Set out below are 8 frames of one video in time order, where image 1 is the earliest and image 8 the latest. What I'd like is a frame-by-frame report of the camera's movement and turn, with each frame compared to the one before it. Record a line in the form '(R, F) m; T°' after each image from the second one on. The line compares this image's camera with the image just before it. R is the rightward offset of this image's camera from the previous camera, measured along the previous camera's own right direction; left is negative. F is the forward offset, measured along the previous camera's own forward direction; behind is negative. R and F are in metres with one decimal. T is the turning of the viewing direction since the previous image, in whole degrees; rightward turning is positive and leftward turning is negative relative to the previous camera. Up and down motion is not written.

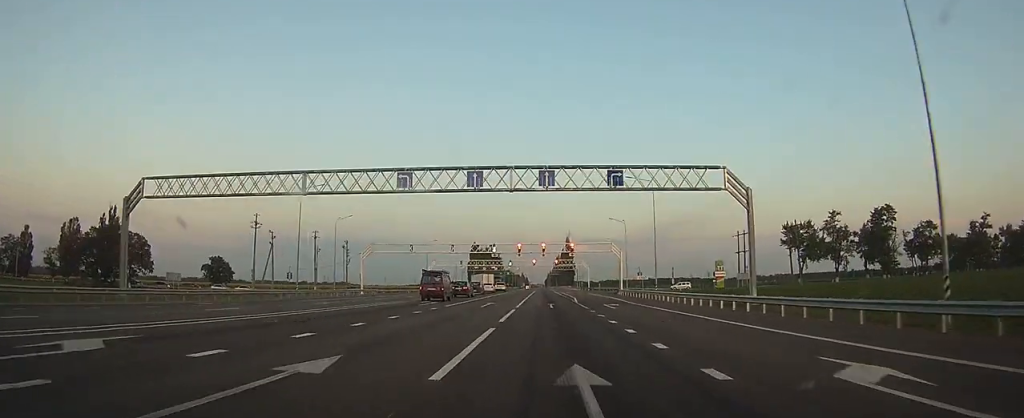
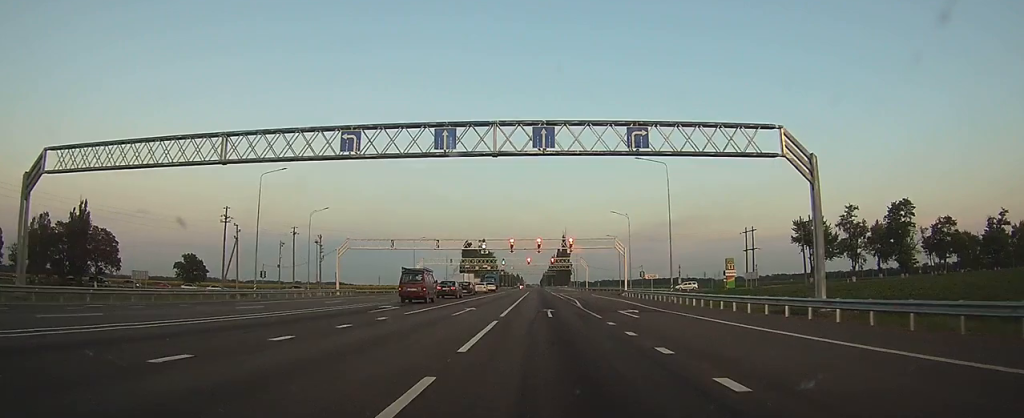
(0.0, +9.3) m; 0°
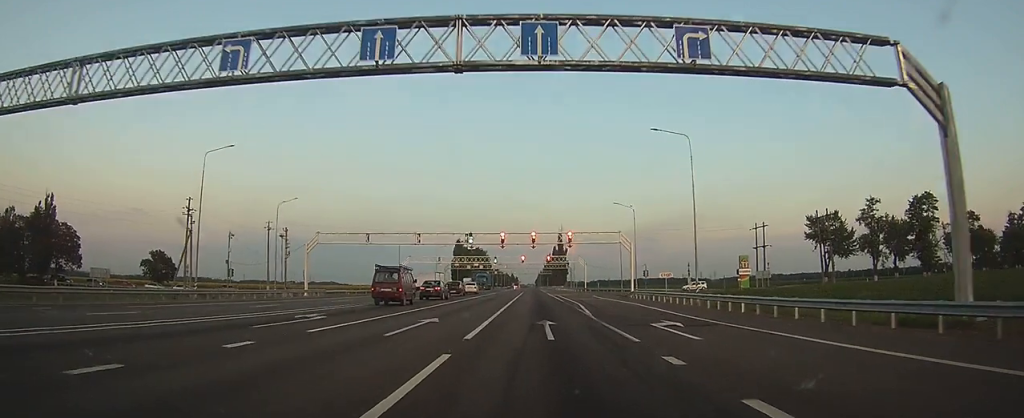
(0.0, +9.9) m; +1°
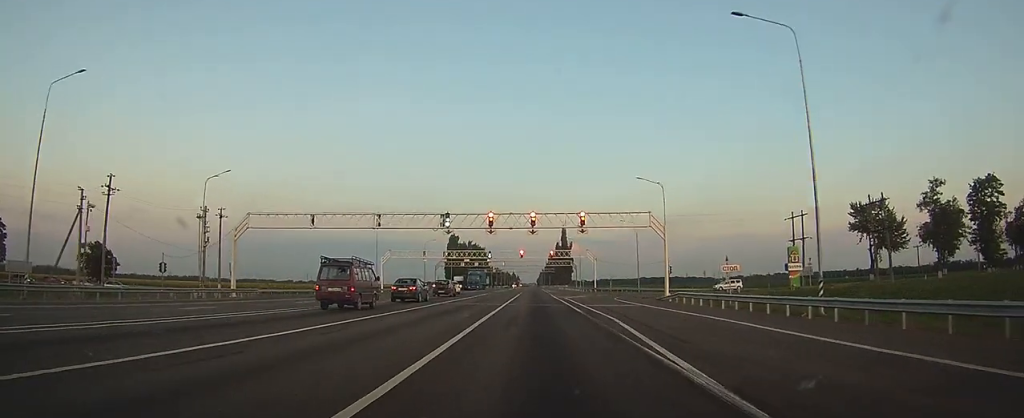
(+0.2, +18.8) m; +1°
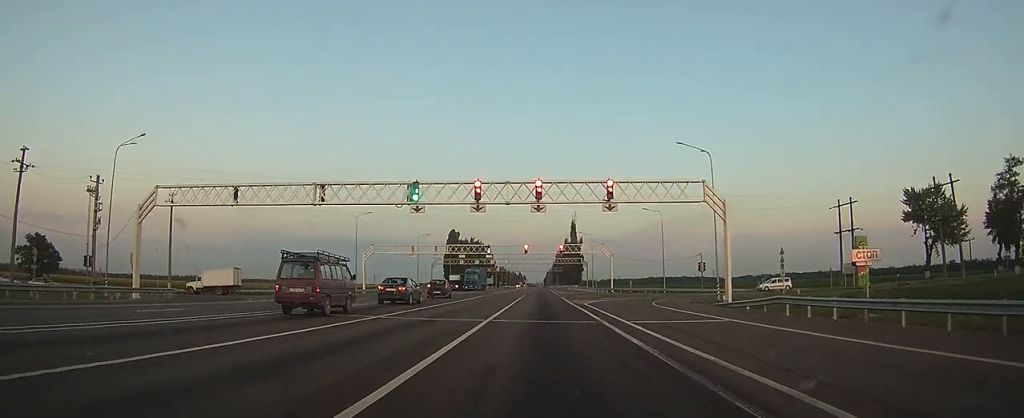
(-0.1, +17.0) m; -1°
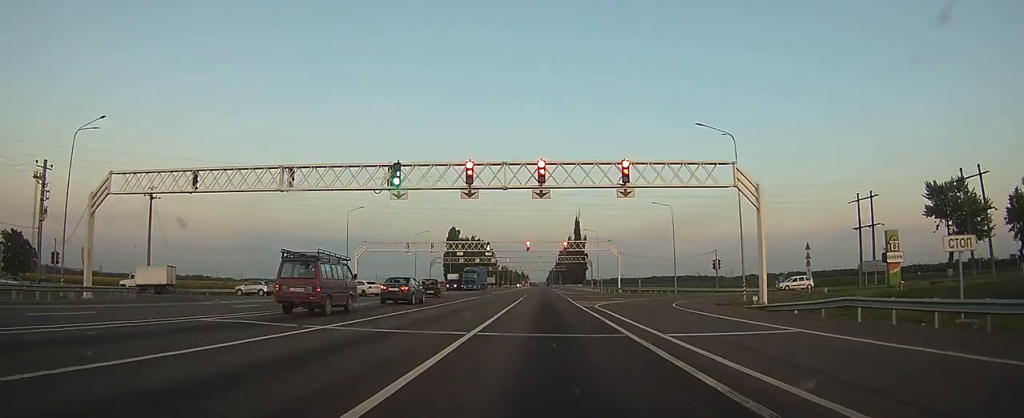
(0.0, +6.7) m; 0°
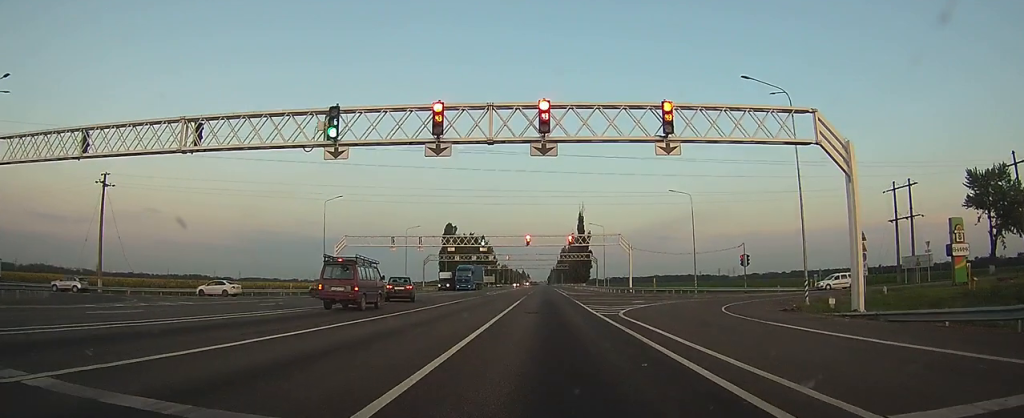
(-0.1, +14.3) m; 0°
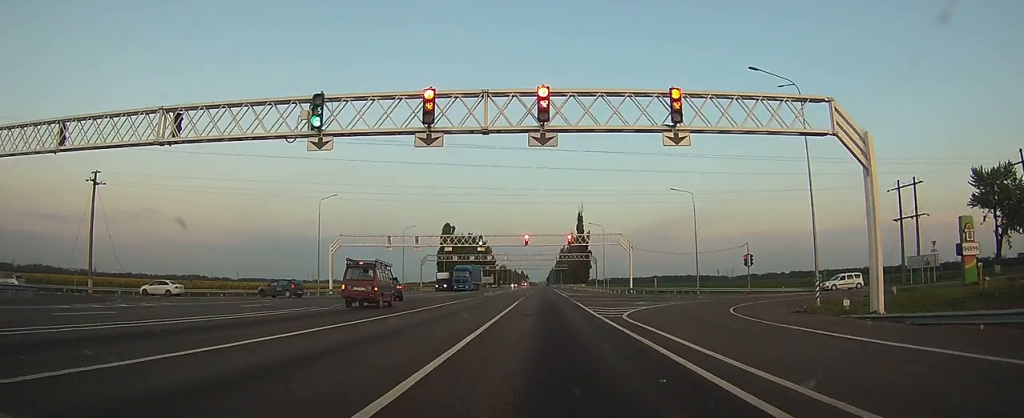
(0.0, +3.6) m; +1°
